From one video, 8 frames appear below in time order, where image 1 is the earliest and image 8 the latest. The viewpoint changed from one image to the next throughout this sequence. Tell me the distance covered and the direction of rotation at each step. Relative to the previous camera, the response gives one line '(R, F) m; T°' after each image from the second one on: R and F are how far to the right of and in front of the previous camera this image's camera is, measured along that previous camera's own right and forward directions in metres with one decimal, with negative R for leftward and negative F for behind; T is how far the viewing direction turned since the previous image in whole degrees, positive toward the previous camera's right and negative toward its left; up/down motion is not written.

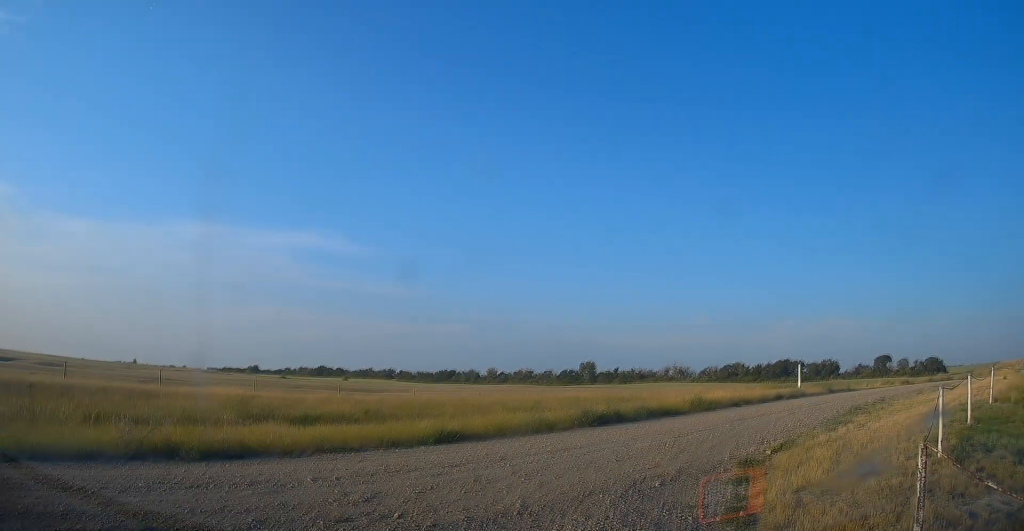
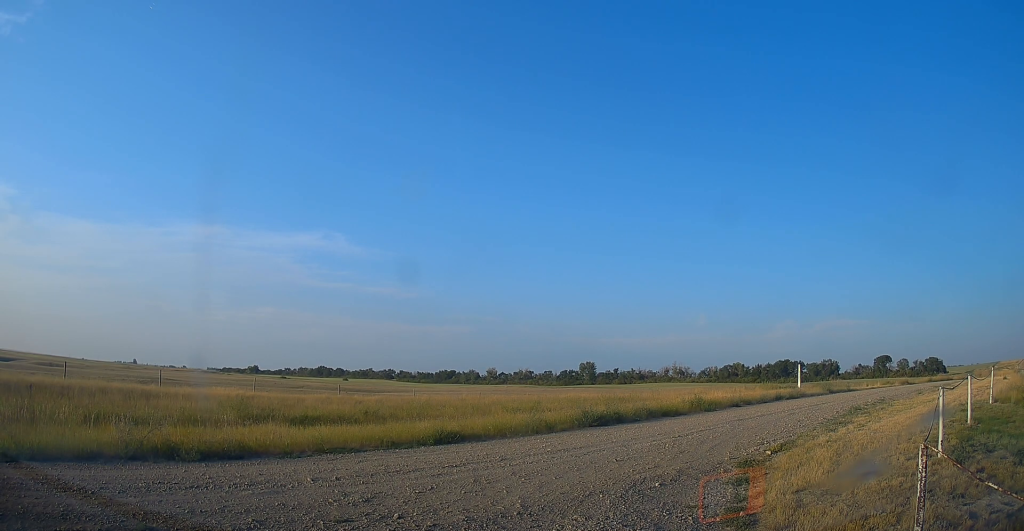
(0.0, +1.1) m; 0°
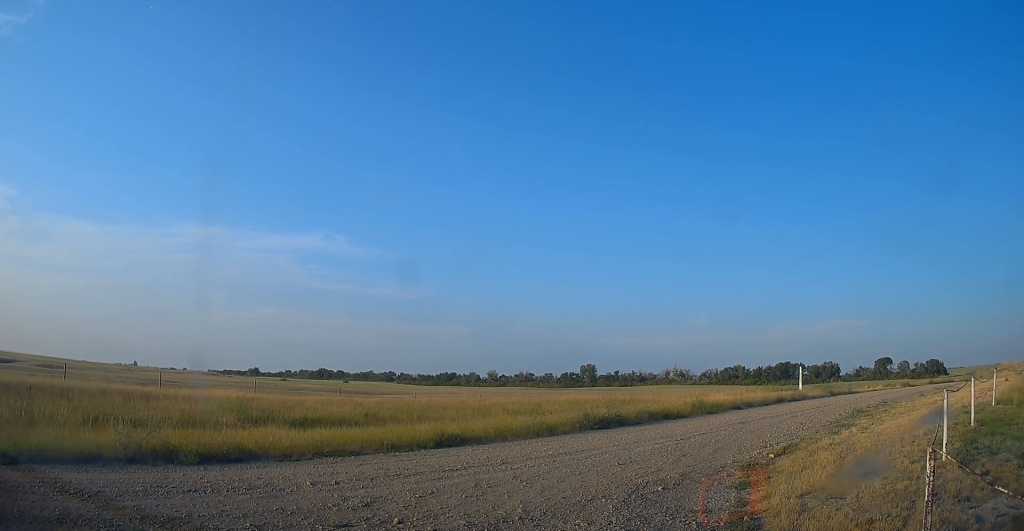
(0.0, +0.3) m; 0°
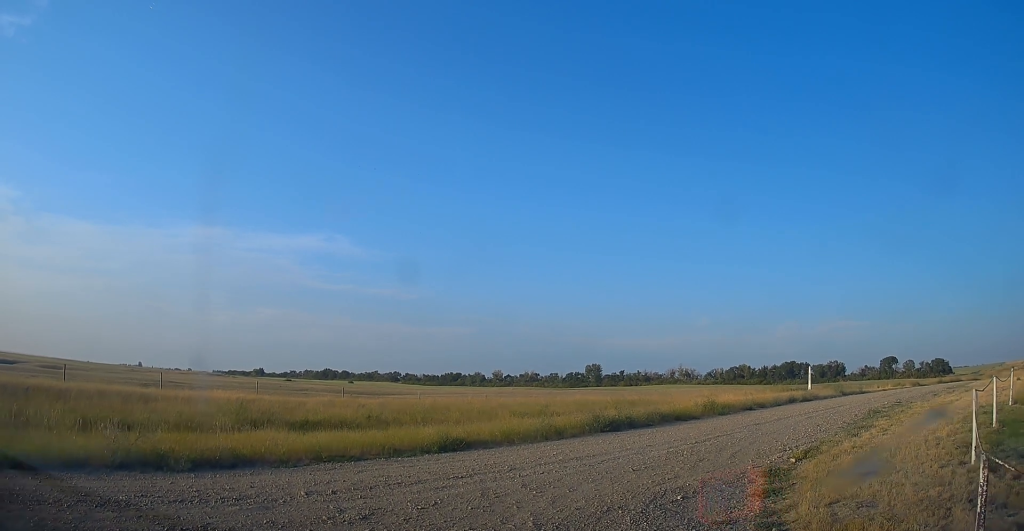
(0.0, +0.6) m; +2°
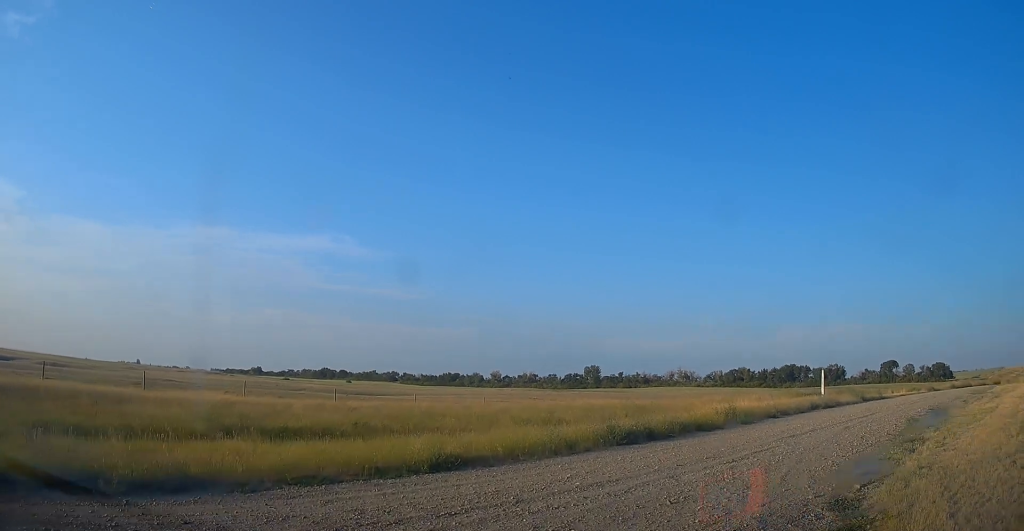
(+0.1, +1.6) m; +9°
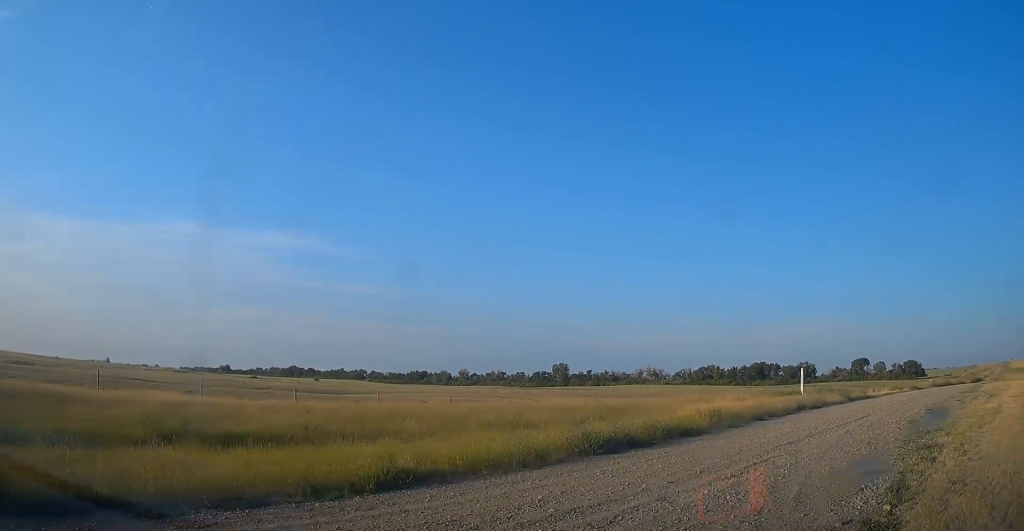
(+0.1, +1.2) m; +5°
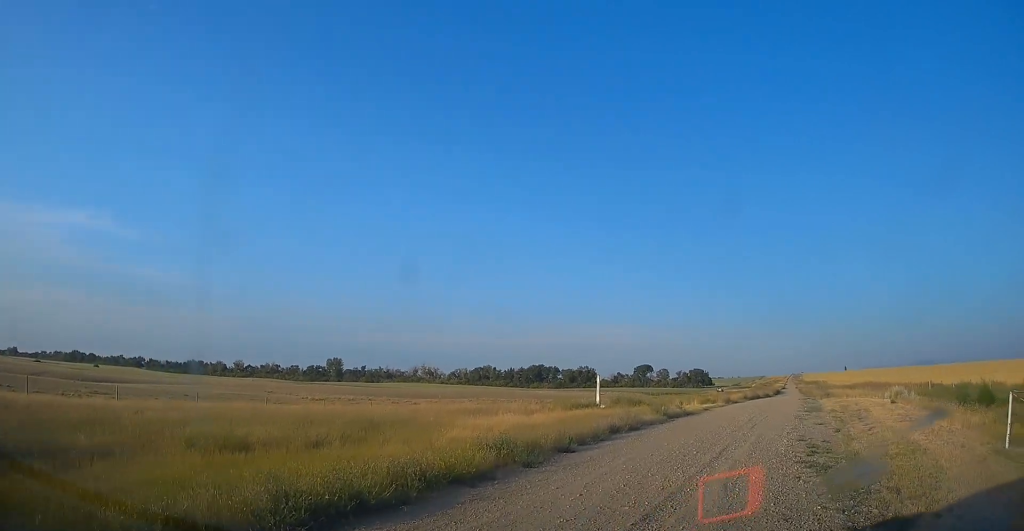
(+0.6, +4.5) m; +17°
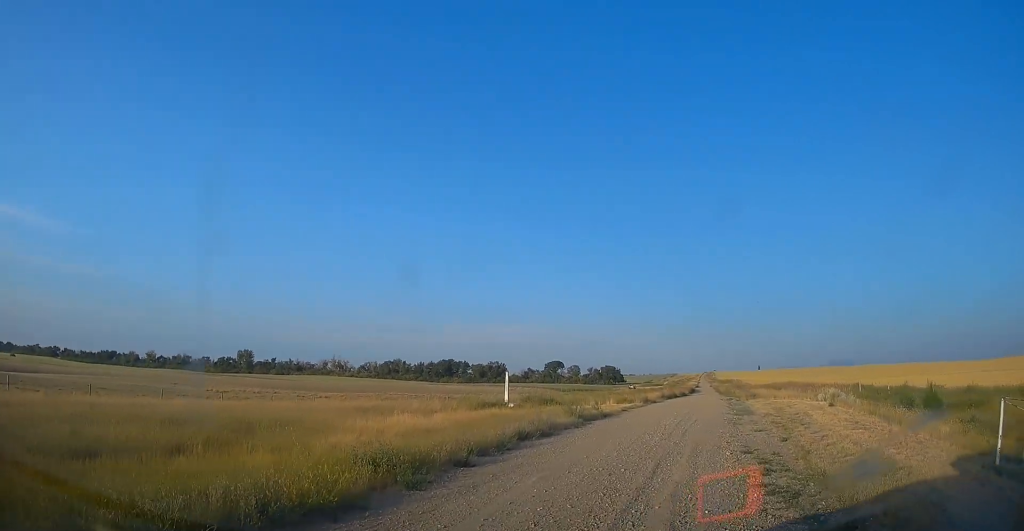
(+0.1, +2.0) m; +4°
